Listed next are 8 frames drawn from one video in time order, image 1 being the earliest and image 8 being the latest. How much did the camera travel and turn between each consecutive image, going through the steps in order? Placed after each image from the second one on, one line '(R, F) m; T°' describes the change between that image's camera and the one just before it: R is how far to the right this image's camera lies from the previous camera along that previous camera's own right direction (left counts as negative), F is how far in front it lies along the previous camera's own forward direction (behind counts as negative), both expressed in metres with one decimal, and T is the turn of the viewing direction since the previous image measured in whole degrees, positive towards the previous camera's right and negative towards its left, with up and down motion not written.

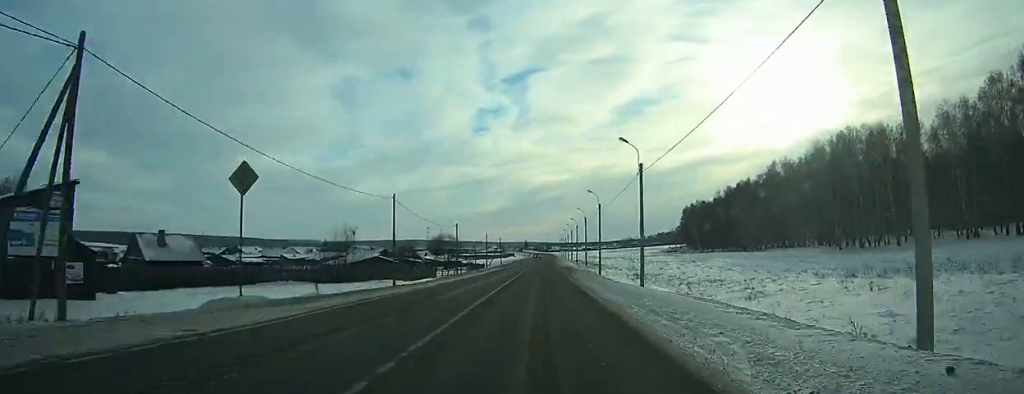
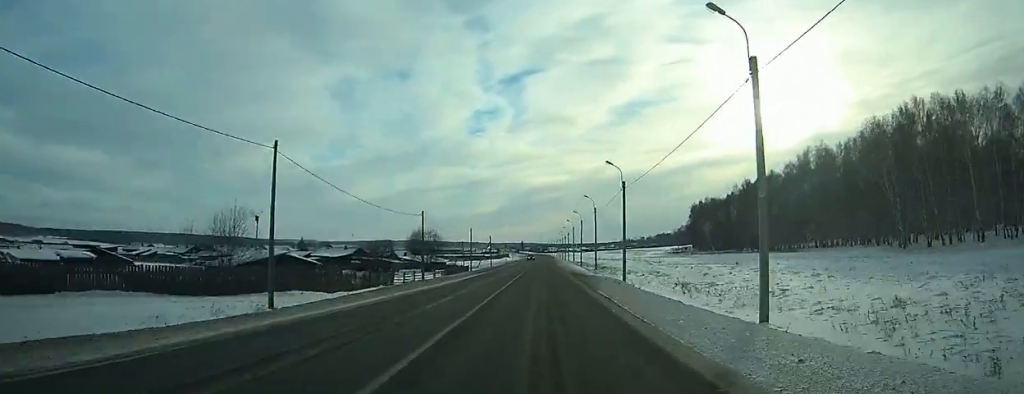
(+0.1, +22.9) m; 0°
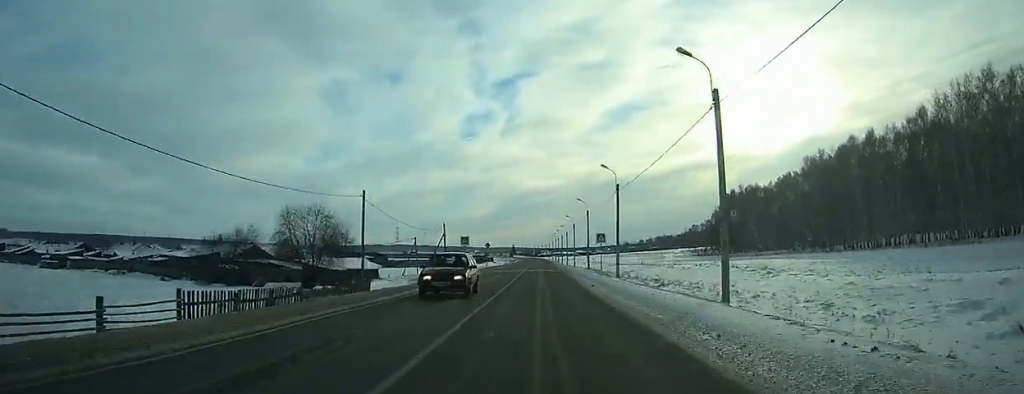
(+0.5, +57.2) m; +1°
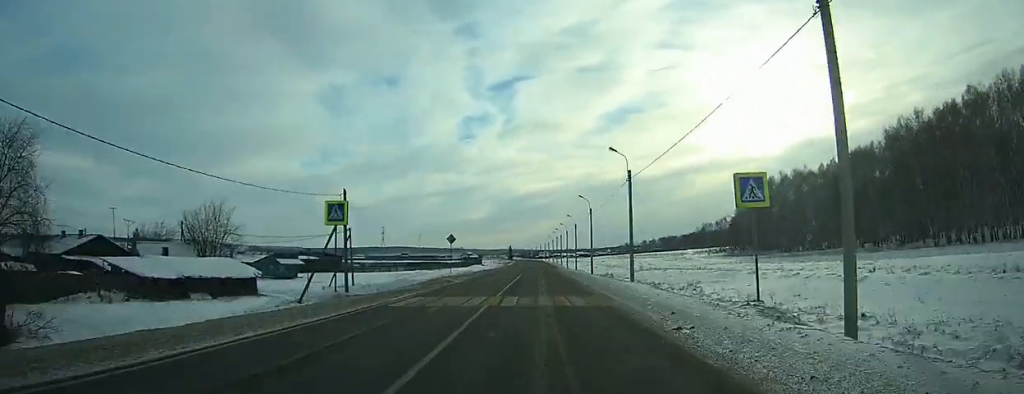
(+0.1, +37.9) m; 0°
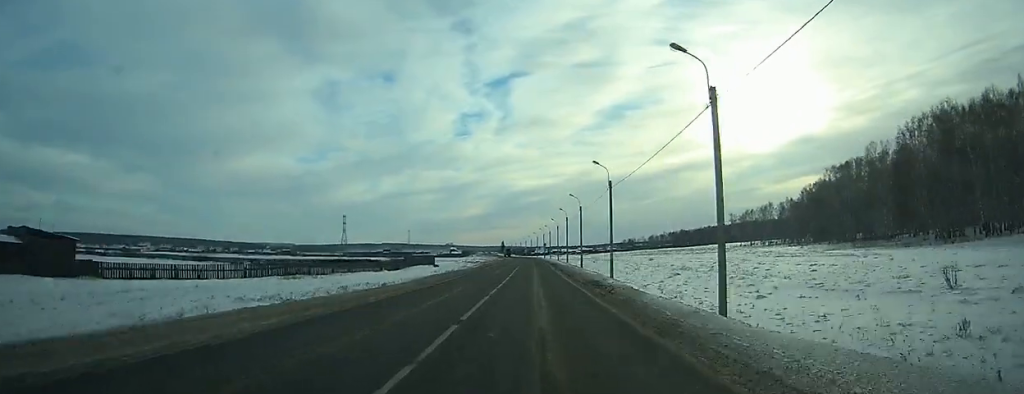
(+0.2, +79.5) m; 0°
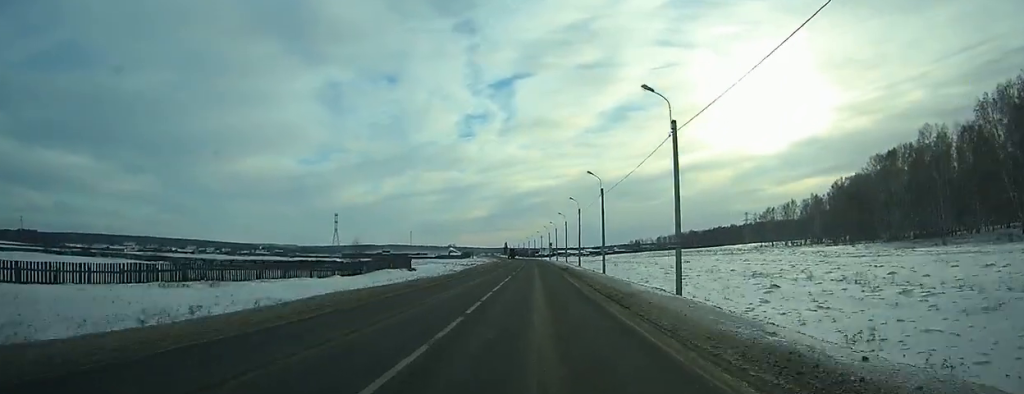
(+0.1, +23.6) m; 0°
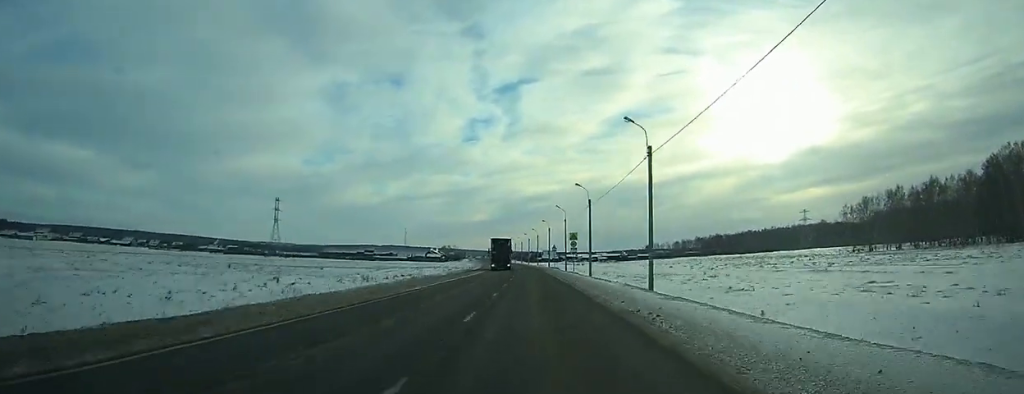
(-0.2, +83.5) m; 0°
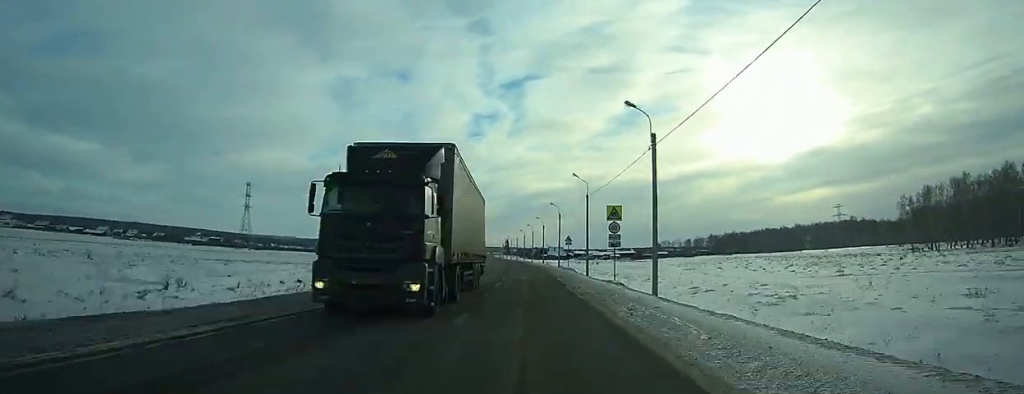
(-0.1, +30.3) m; -1°
